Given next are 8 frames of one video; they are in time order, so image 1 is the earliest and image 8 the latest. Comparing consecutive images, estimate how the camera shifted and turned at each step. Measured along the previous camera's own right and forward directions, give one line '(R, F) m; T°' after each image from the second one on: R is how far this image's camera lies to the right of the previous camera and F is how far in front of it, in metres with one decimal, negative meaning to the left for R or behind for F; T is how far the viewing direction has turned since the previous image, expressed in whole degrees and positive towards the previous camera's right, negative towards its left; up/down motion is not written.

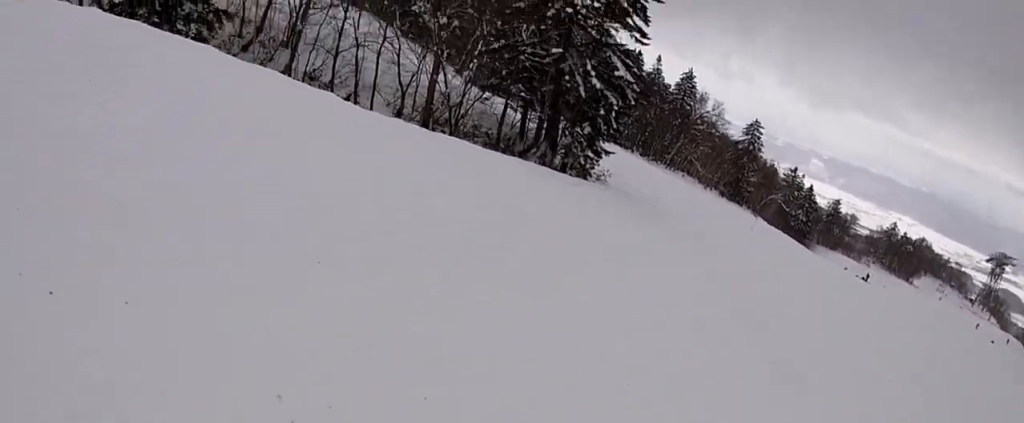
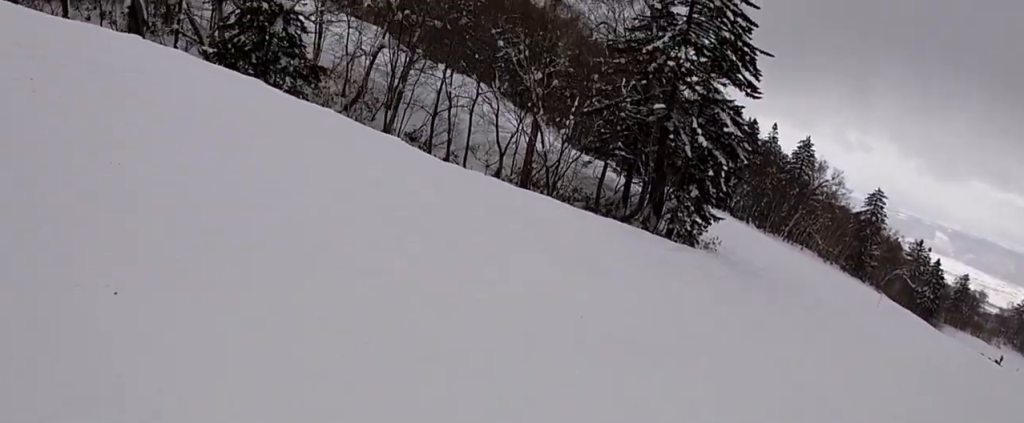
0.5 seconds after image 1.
(-0.1, +1.4) m; -11°
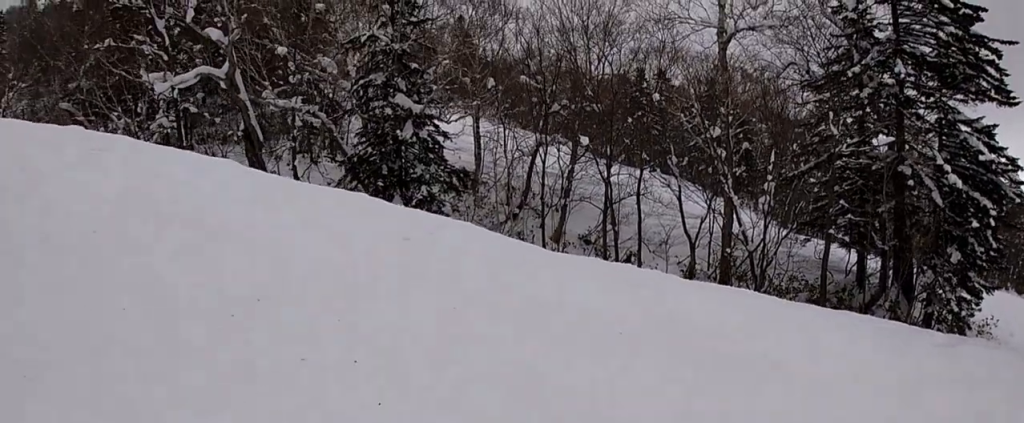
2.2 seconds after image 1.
(-1.1, +4.0) m; -6°
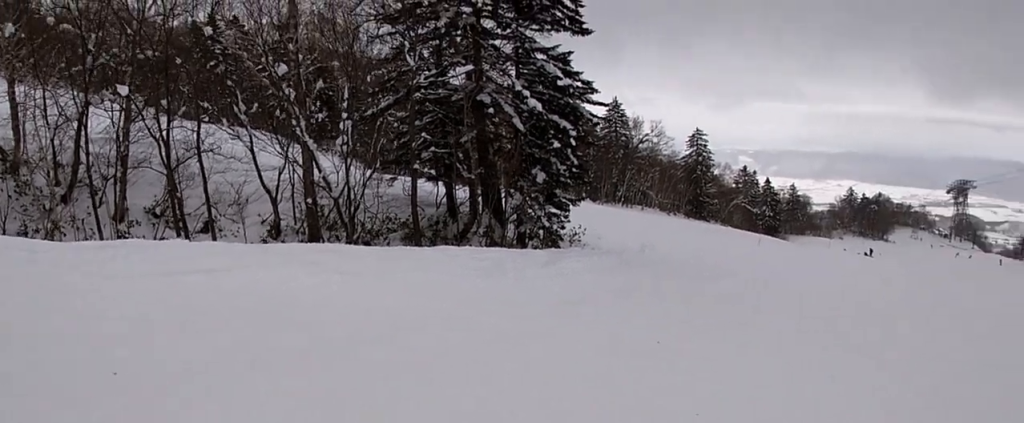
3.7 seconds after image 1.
(+1.0, +3.0) m; +24°
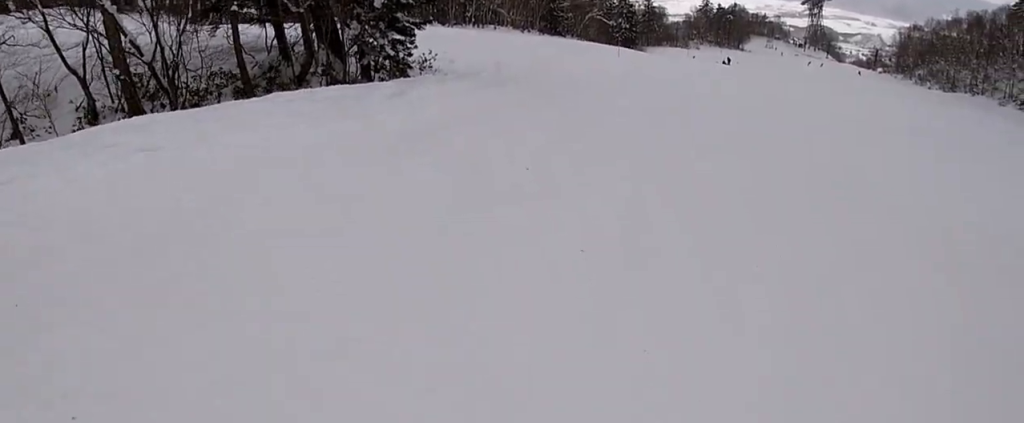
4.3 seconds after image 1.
(0.0, +1.4) m; +1°
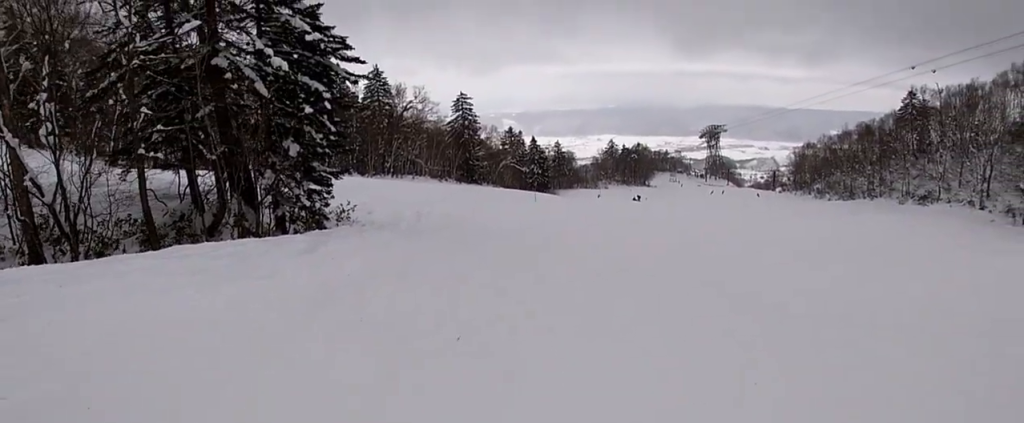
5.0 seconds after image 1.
(0.0, +1.8) m; +2°
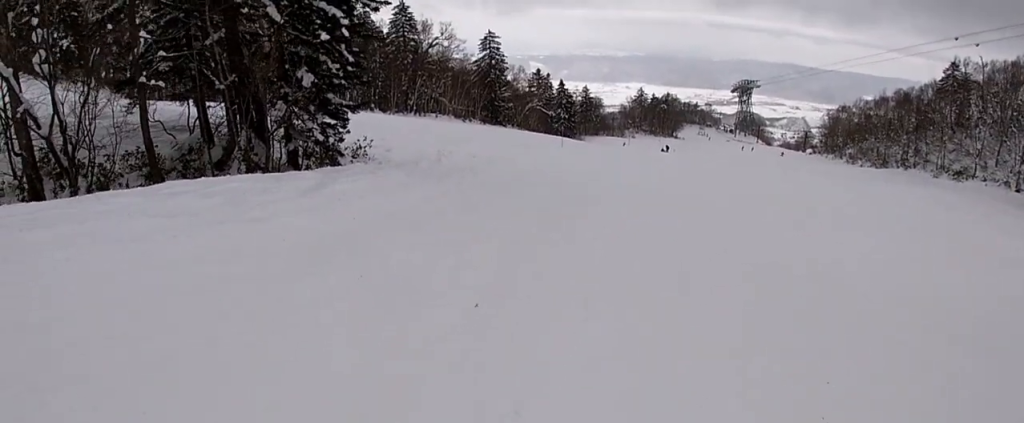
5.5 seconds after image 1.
(0.0, +1.3) m; +4°
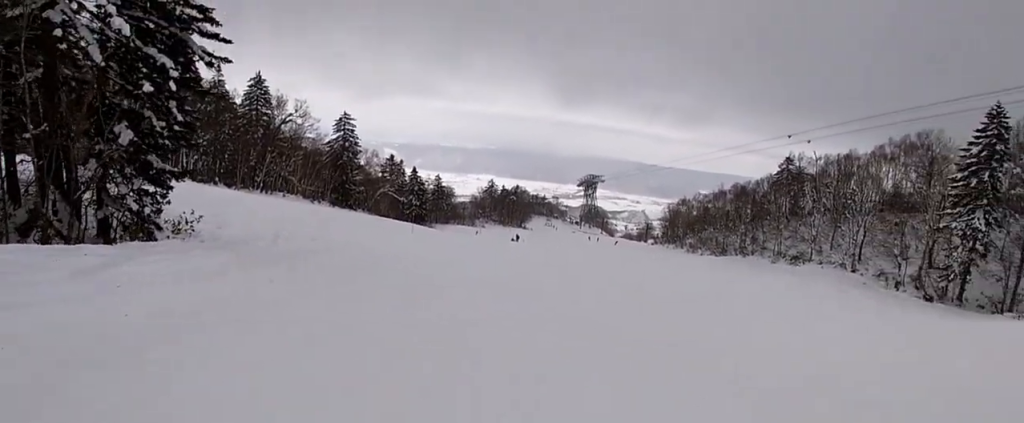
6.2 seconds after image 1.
(+0.1, +2.1) m; +8°
